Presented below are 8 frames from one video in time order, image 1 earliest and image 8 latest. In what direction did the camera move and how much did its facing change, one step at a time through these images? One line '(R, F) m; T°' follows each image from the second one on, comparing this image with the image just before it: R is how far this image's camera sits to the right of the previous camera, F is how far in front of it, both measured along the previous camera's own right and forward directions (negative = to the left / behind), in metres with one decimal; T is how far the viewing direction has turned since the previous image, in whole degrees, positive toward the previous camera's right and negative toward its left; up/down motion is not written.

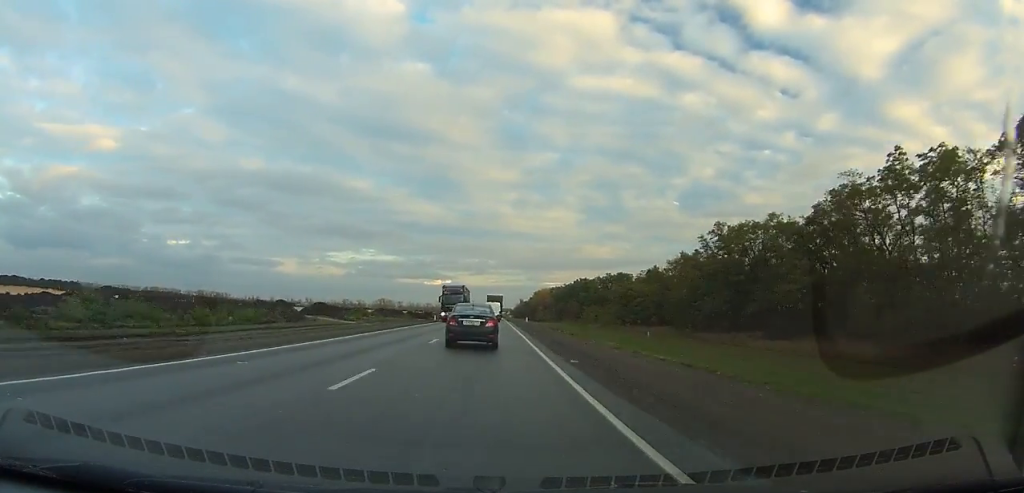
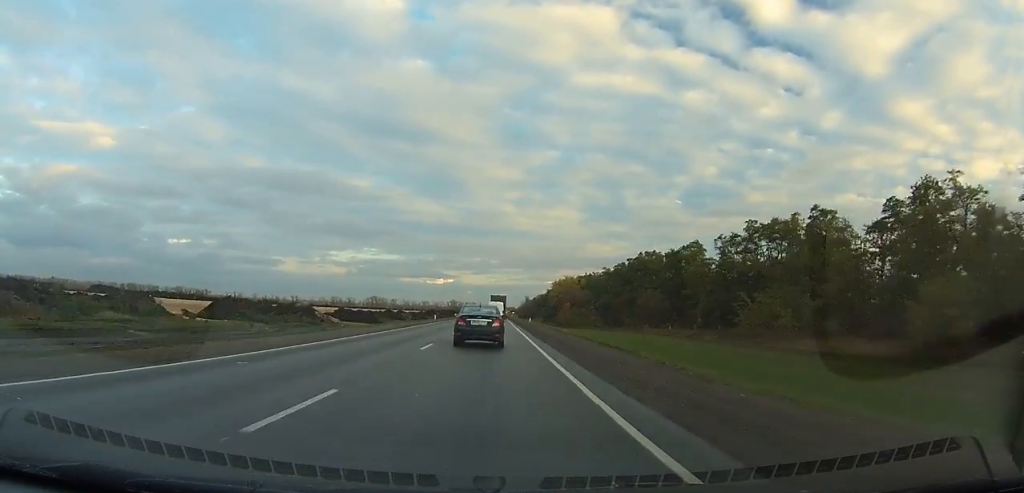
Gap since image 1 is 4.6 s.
(-0.3, +98.9) m; 0°
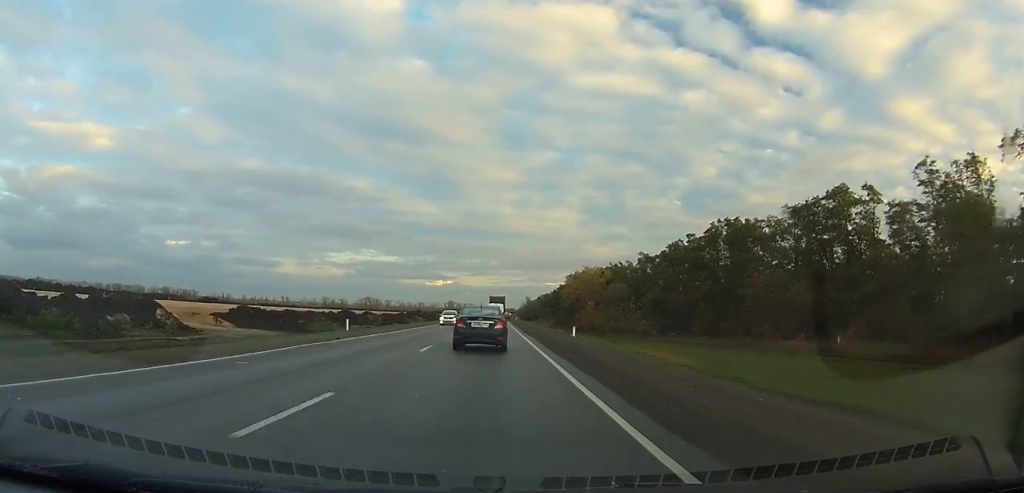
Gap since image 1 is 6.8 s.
(+0.2, +47.9) m; 0°
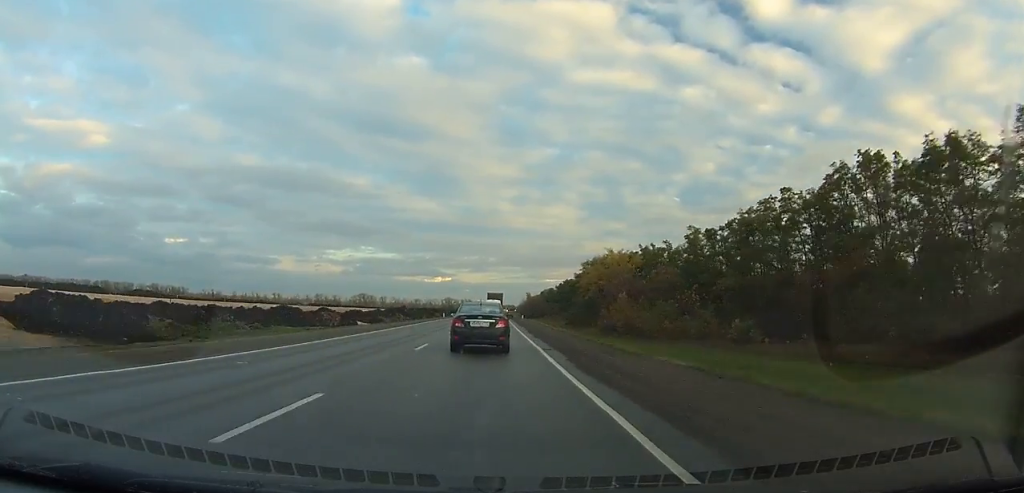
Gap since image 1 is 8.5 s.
(+0.1, +36.9) m; 0°
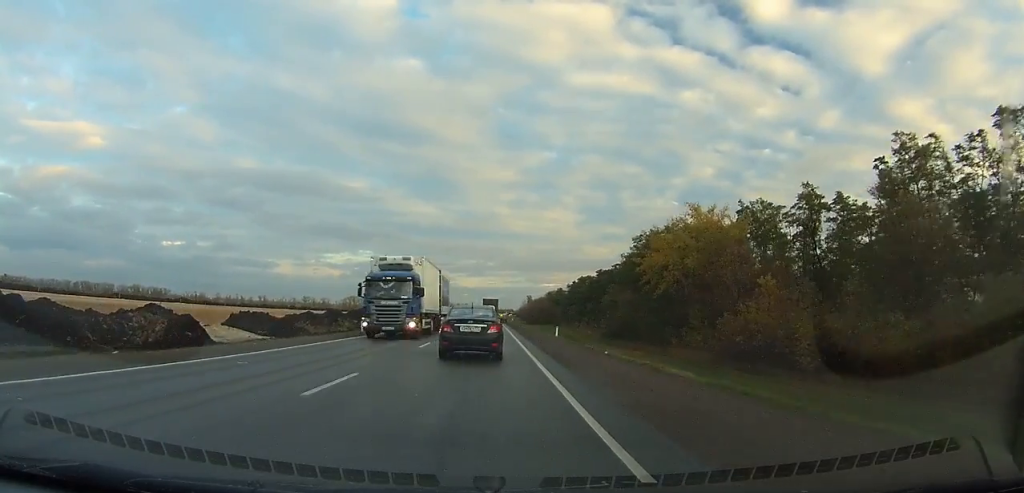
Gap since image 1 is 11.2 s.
(+0.1, +58.5) m; 0°
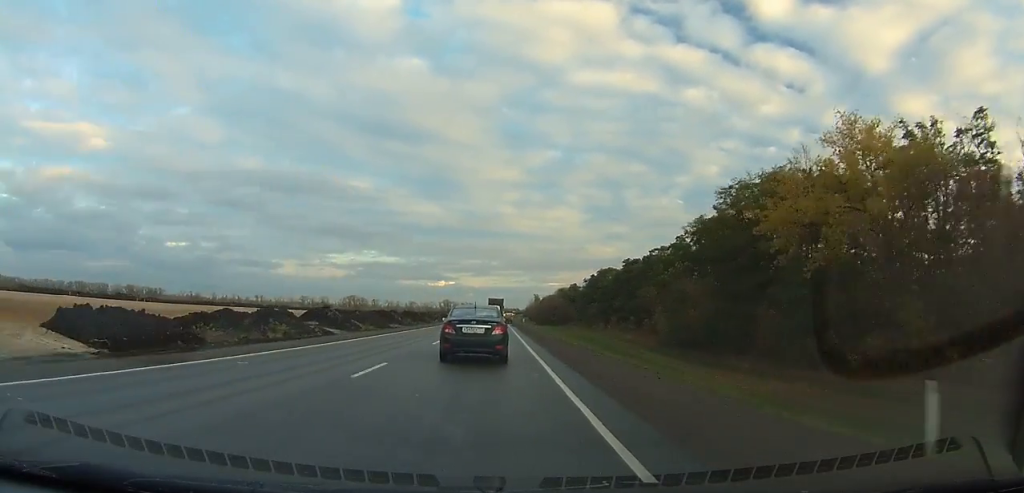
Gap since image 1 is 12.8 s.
(0.0, +34.5) m; 0°
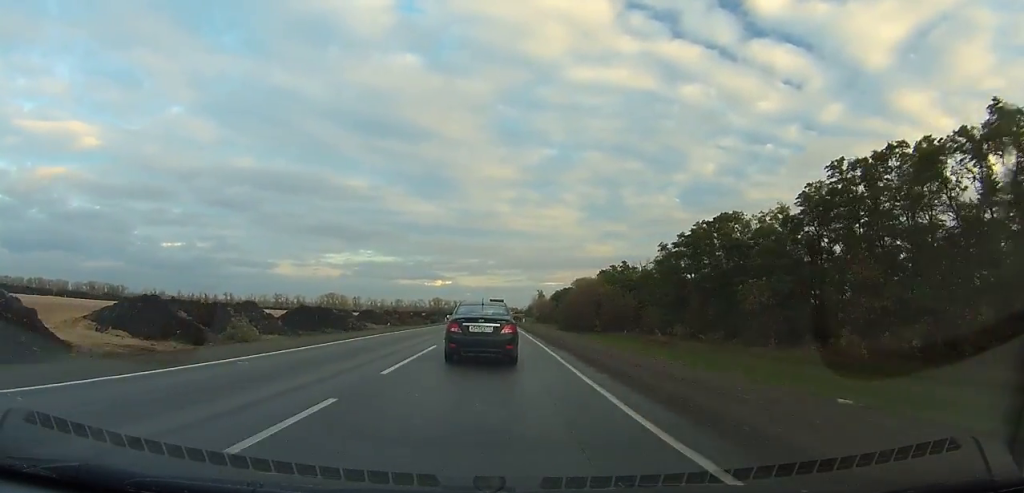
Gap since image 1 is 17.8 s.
(-0.6, +107.1) m; -1°
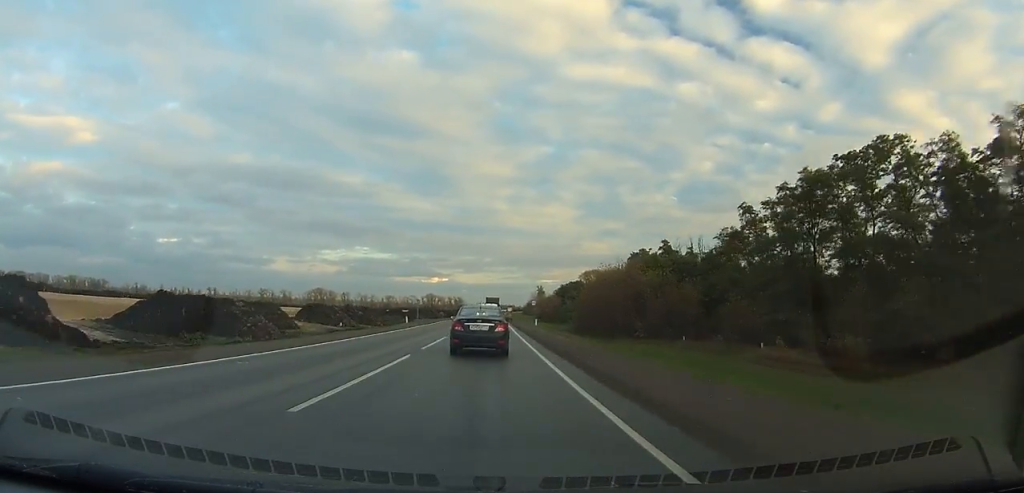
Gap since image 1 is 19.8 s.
(0.0, +42.5) m; 0°
